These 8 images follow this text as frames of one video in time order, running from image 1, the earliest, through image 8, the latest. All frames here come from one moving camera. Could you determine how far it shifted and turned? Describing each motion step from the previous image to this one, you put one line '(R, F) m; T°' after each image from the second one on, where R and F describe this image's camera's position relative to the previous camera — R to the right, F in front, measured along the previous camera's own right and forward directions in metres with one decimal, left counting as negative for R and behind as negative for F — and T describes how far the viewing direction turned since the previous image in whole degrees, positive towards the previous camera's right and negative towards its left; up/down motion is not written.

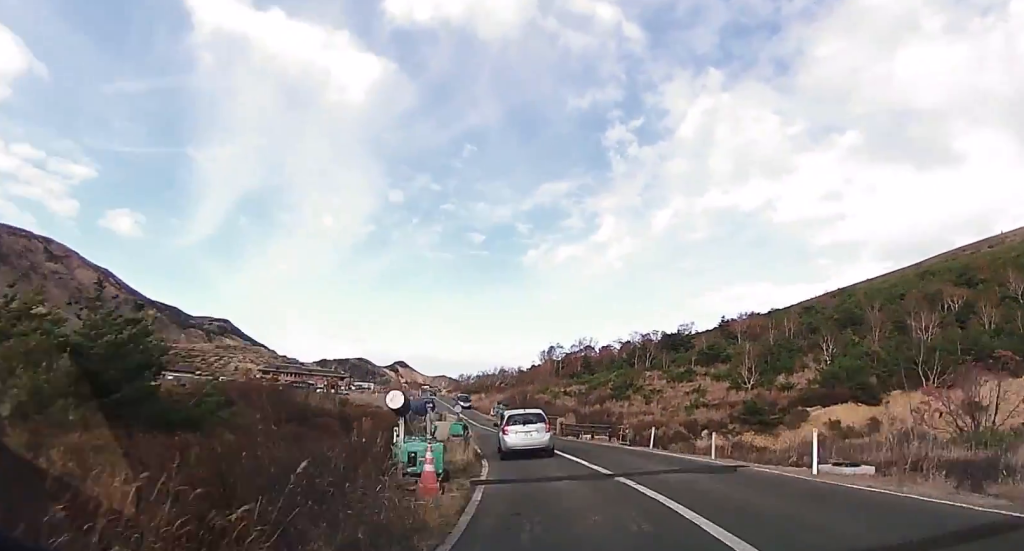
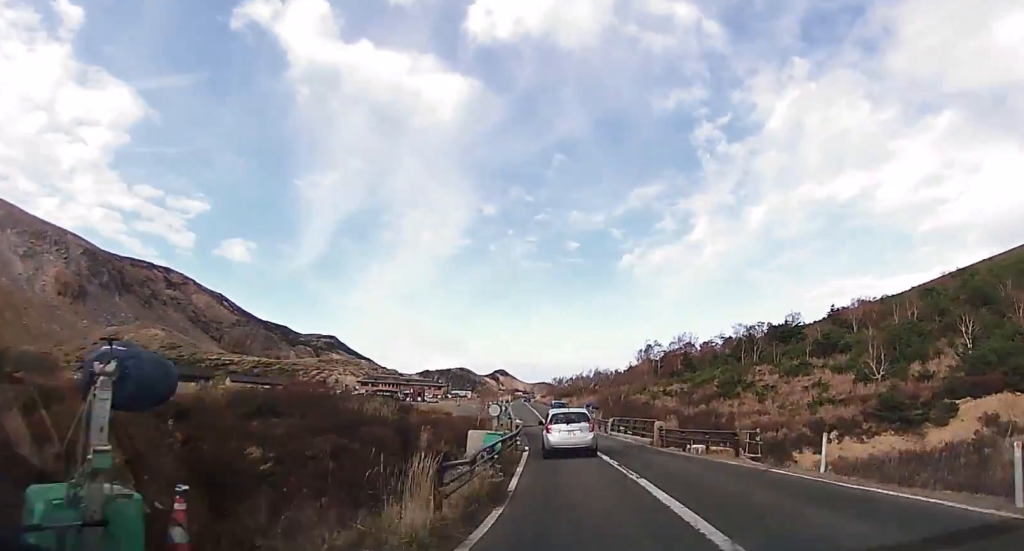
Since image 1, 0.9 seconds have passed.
(-0.3, +9.2) m; -7°
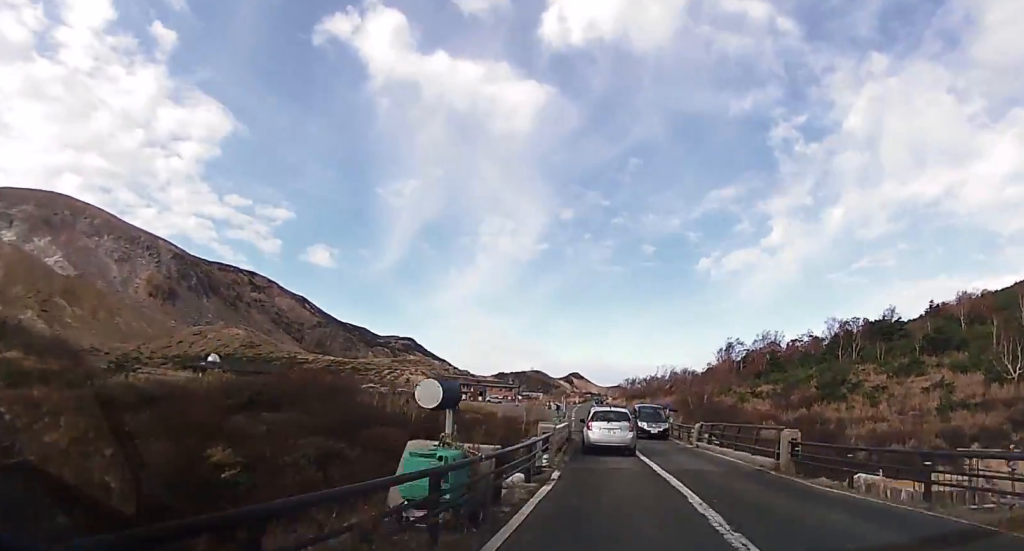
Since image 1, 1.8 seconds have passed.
(-0.8, +9.5) m; -8°
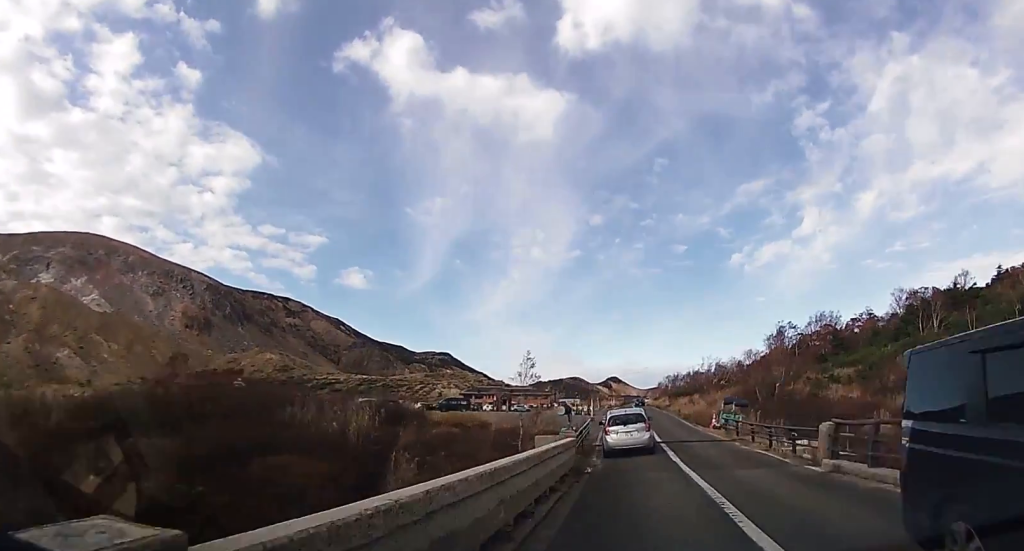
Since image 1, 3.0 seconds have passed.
(-1.1, +12.4) m; -8°
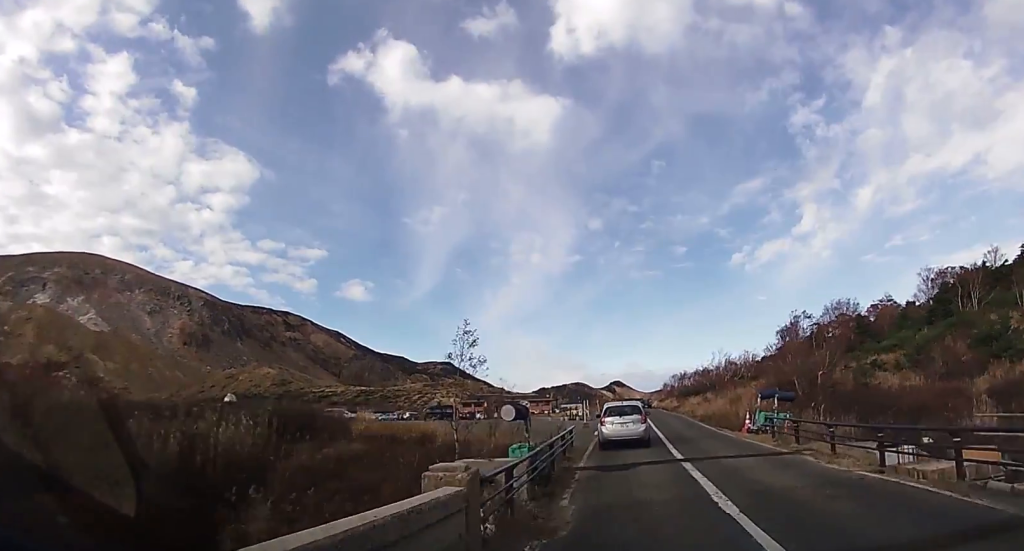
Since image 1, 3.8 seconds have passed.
(-0.8, +9.2) m; -4°
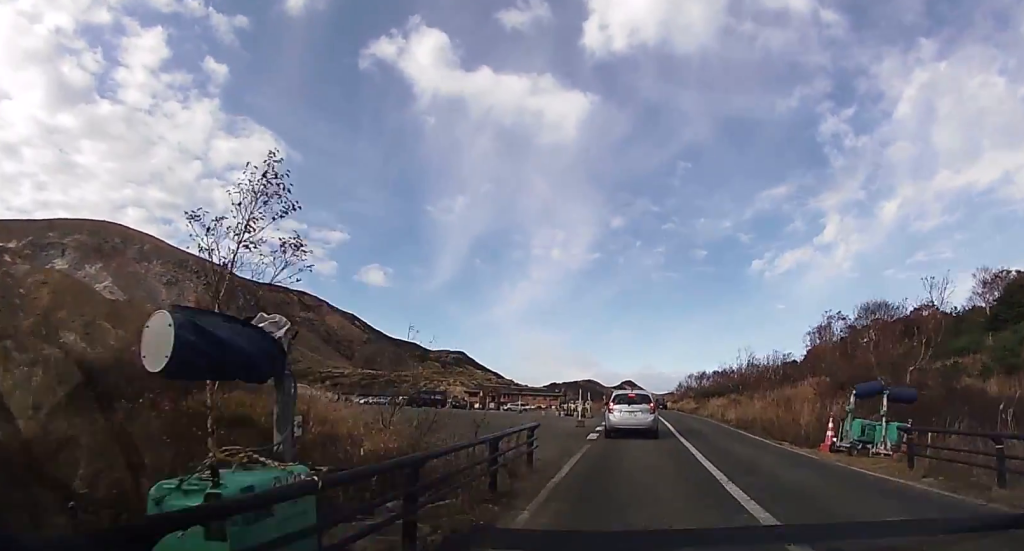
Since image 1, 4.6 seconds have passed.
(-0.3, +9.7) m; -2°
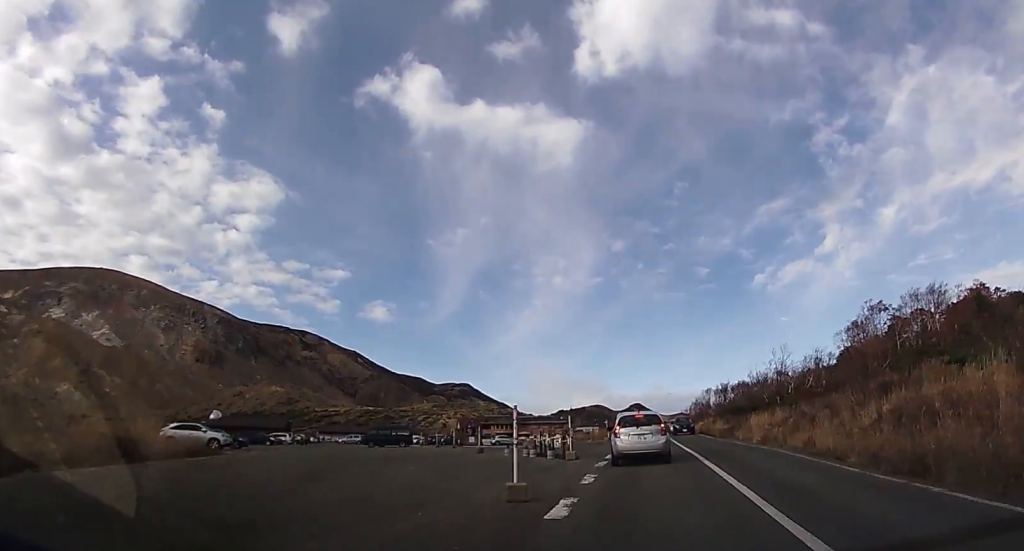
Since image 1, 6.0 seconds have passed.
(0.0, +16.8) m; -1°
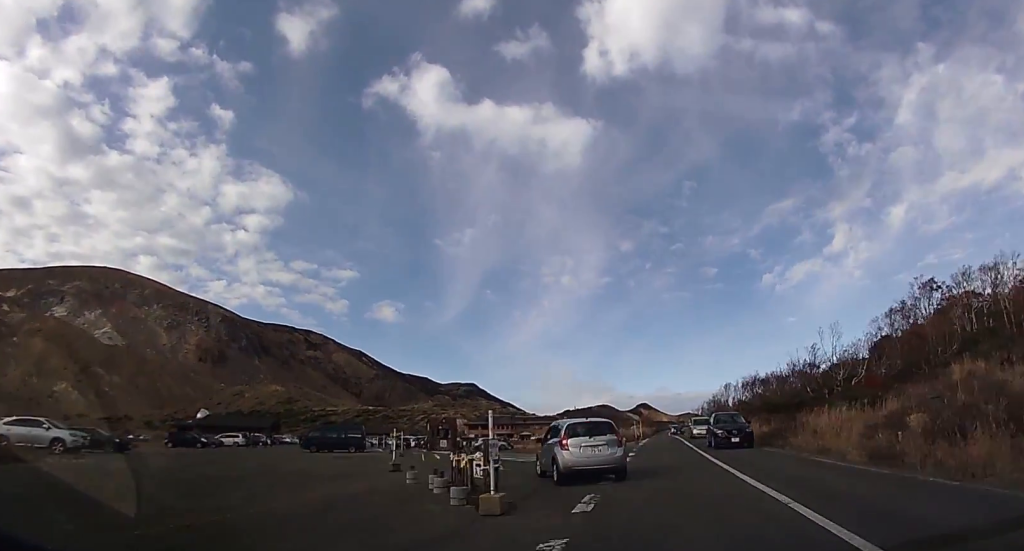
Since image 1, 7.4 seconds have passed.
(-0.1, +8.4) m; -5°
